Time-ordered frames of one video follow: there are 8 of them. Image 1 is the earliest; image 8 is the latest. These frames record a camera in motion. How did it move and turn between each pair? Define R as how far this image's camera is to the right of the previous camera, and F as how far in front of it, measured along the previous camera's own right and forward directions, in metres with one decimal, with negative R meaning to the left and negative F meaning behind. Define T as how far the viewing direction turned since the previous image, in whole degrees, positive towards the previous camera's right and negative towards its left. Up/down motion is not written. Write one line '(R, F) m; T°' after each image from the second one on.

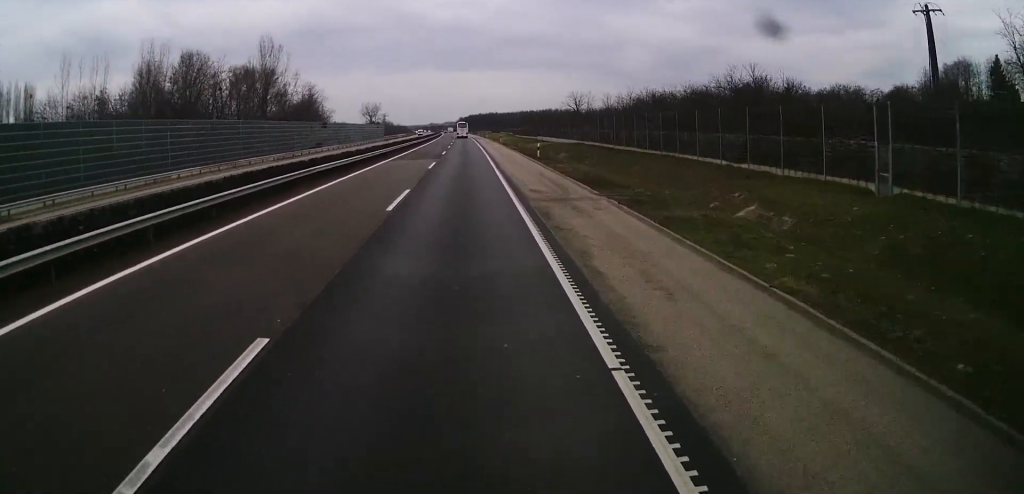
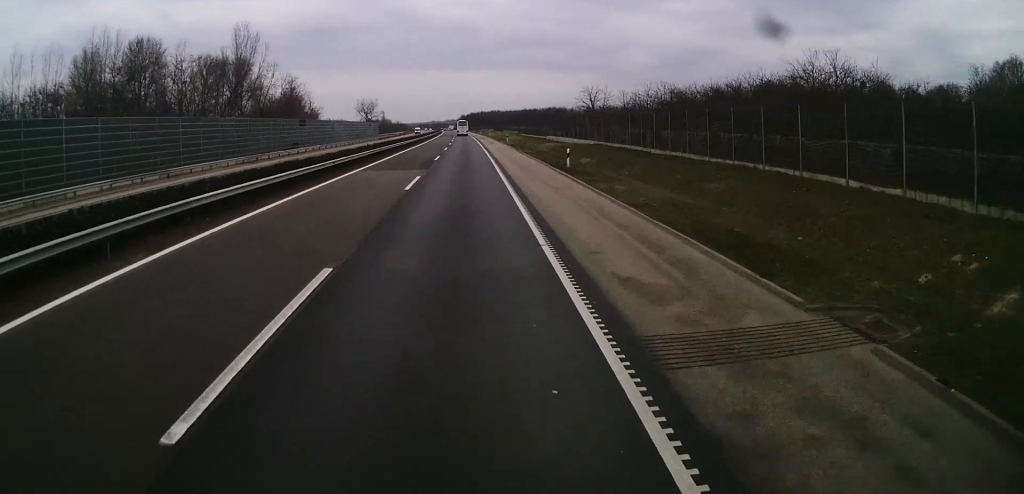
(-0.2, +13.8) m; 0°
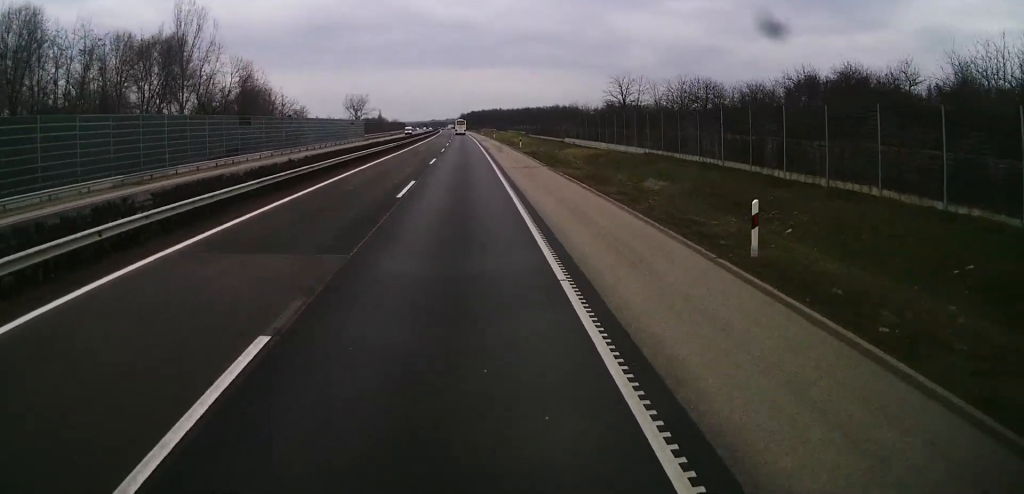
(-0.1, +22.4) m; 0°
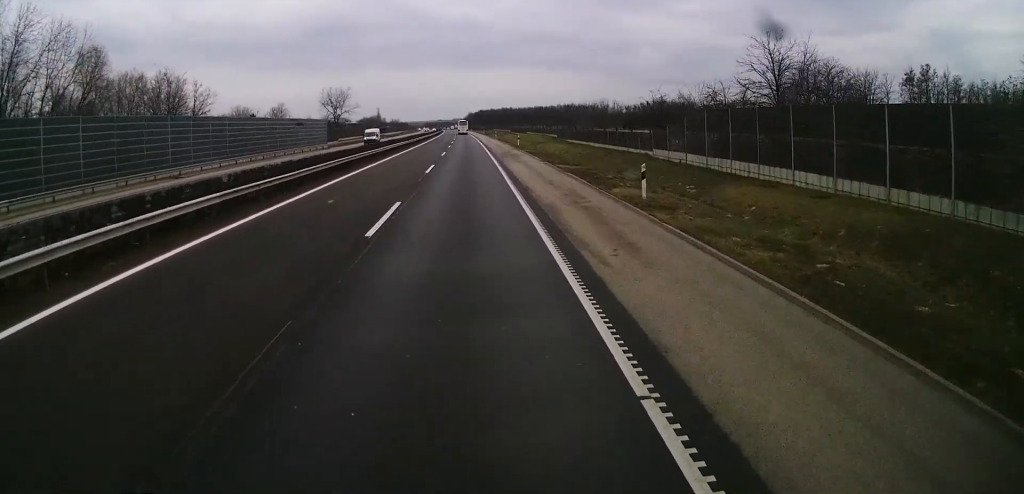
(+0.4, +44.1) m; 0°
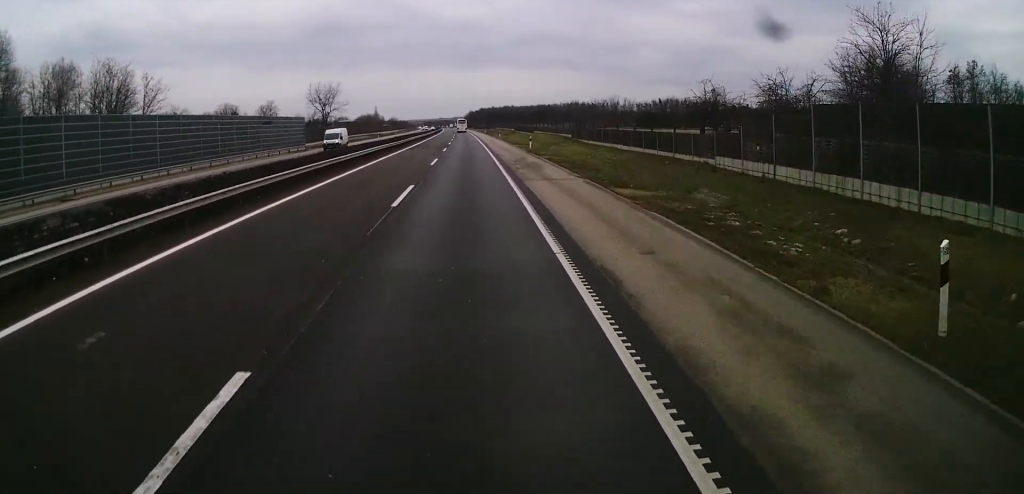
(+0.1, +14.0) m; 0°
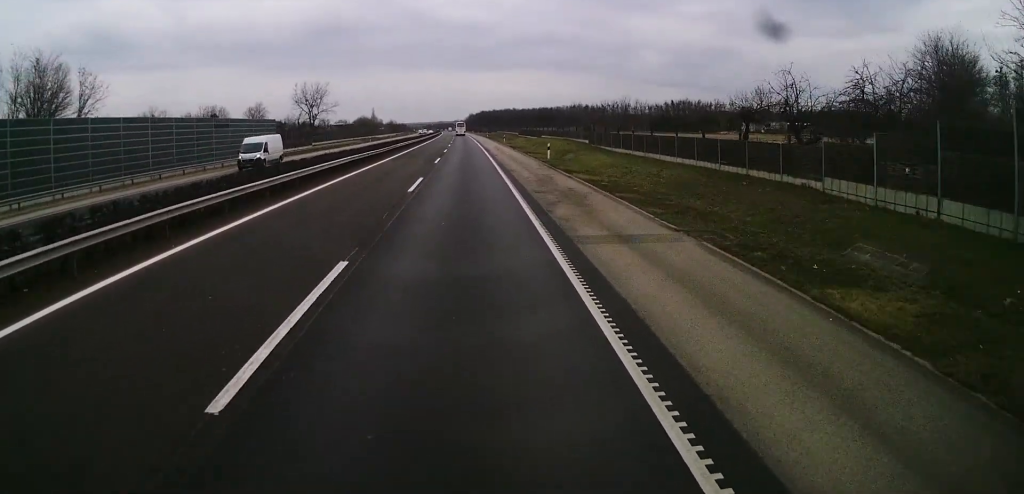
(-0.4, +13.2) m; -1°
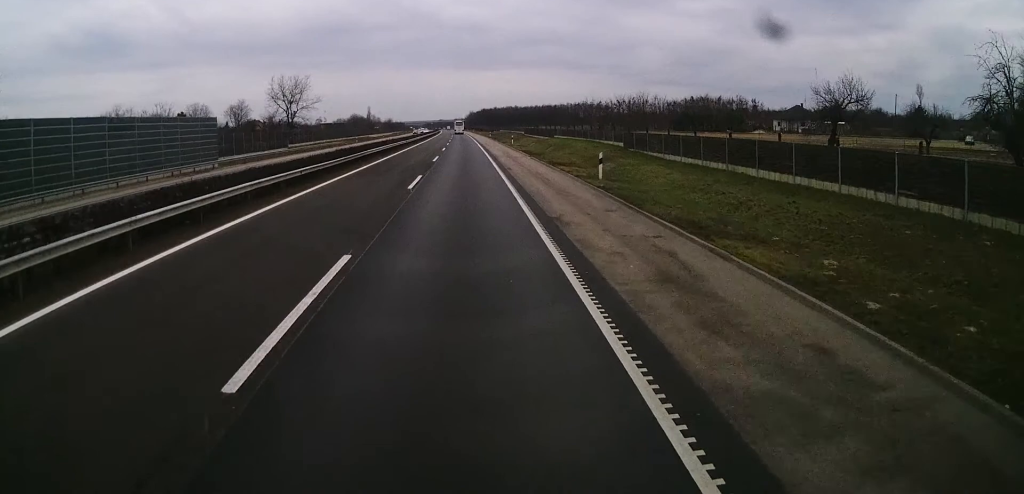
(0.0, +17.9) m; 0°
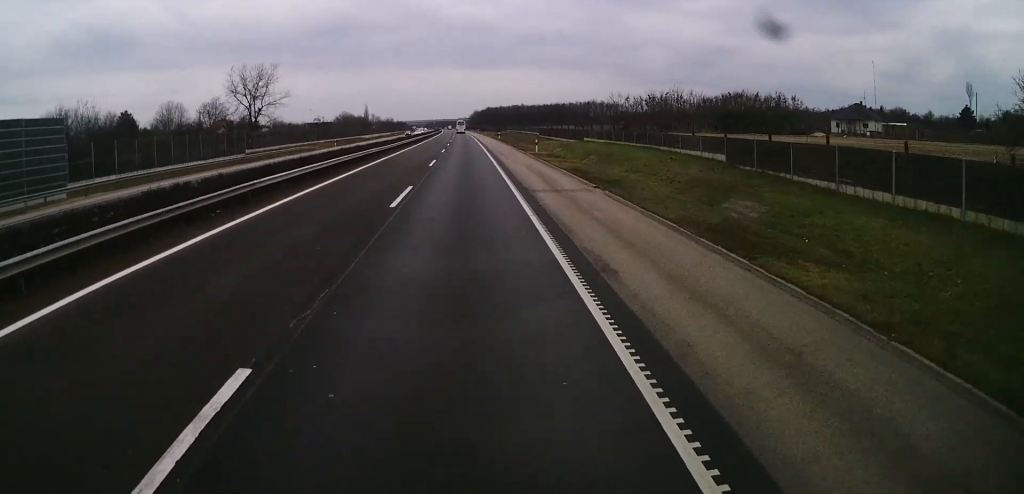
(+0.2, +24.1) m; 0°
